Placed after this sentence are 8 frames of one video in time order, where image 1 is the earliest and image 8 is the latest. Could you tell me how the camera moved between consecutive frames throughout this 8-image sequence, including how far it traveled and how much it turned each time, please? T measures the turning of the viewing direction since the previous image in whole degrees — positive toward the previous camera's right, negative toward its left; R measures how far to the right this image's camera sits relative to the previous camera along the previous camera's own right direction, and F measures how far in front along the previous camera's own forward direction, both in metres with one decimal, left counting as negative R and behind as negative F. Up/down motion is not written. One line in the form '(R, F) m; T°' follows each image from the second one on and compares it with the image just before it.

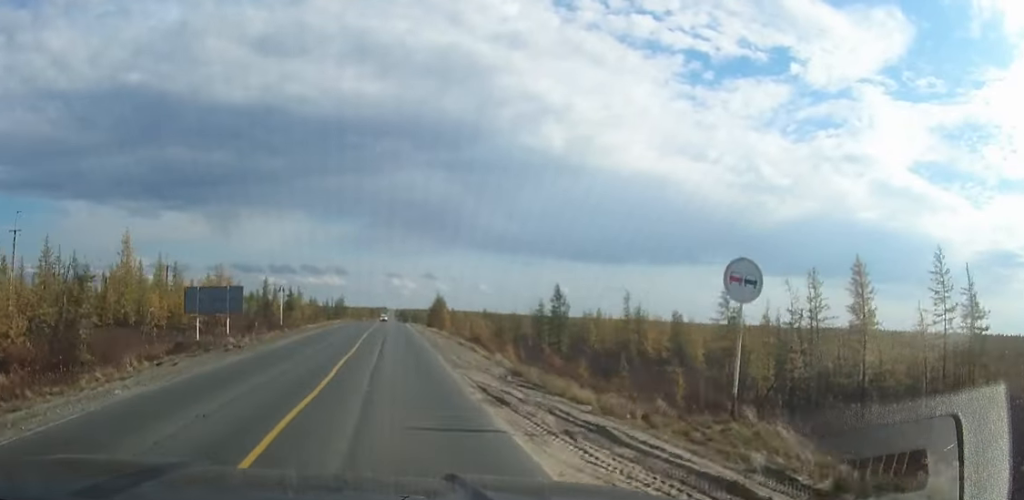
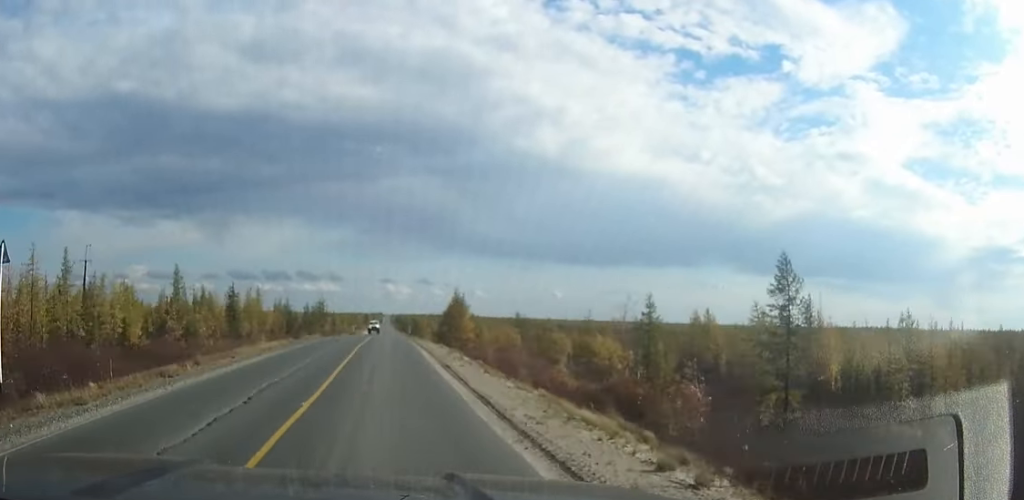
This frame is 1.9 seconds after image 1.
(+0.1, +36.9) m; 0°
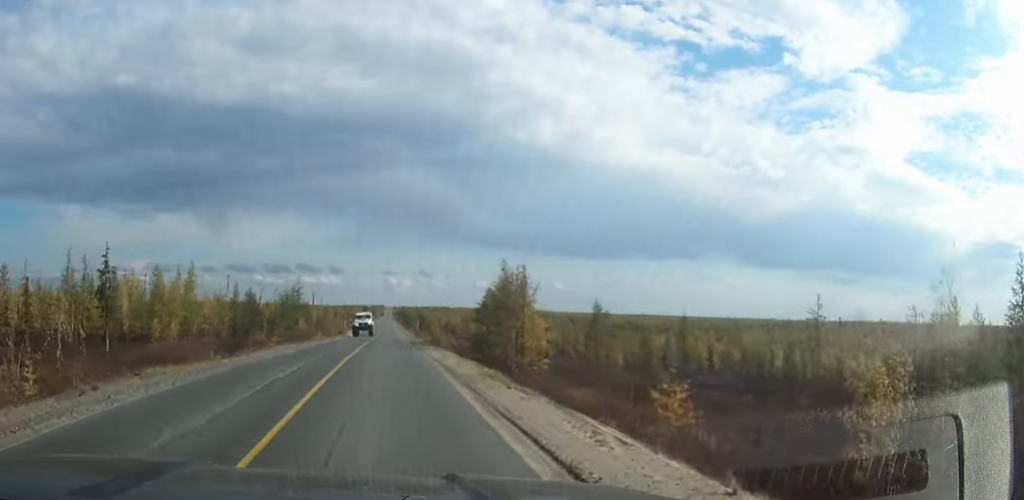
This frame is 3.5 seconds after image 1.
(+0.1, +32.7) m; 0°
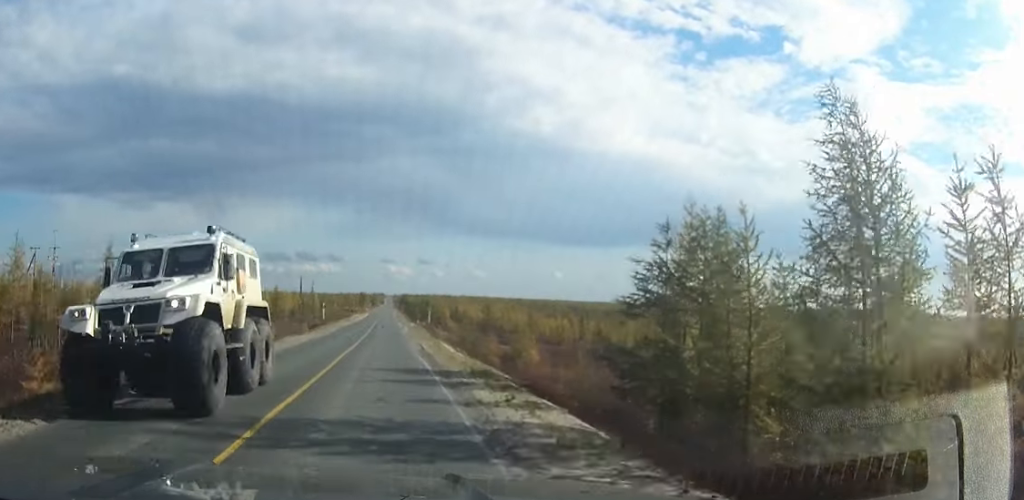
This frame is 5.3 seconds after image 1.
(-0.2, +36.0) m; 0°
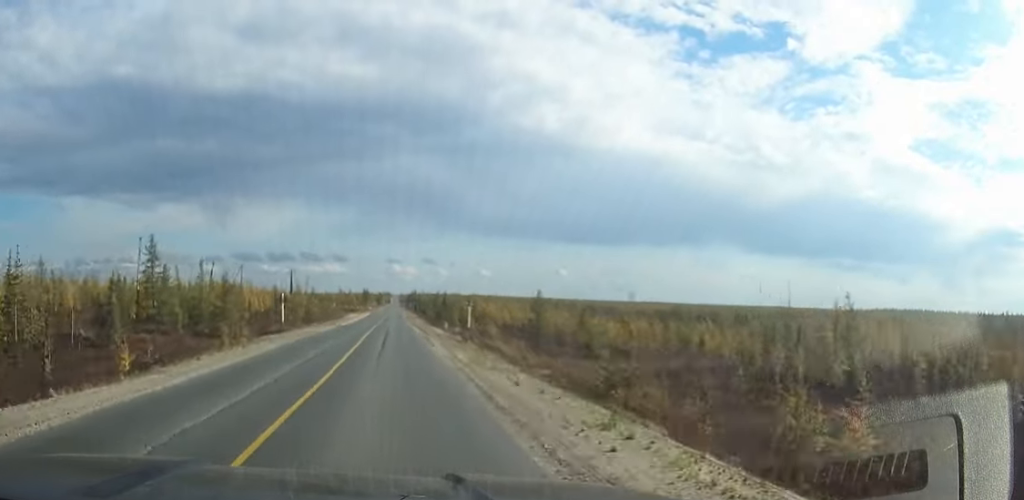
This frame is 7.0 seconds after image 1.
(0.0, +36.2) m; 0°
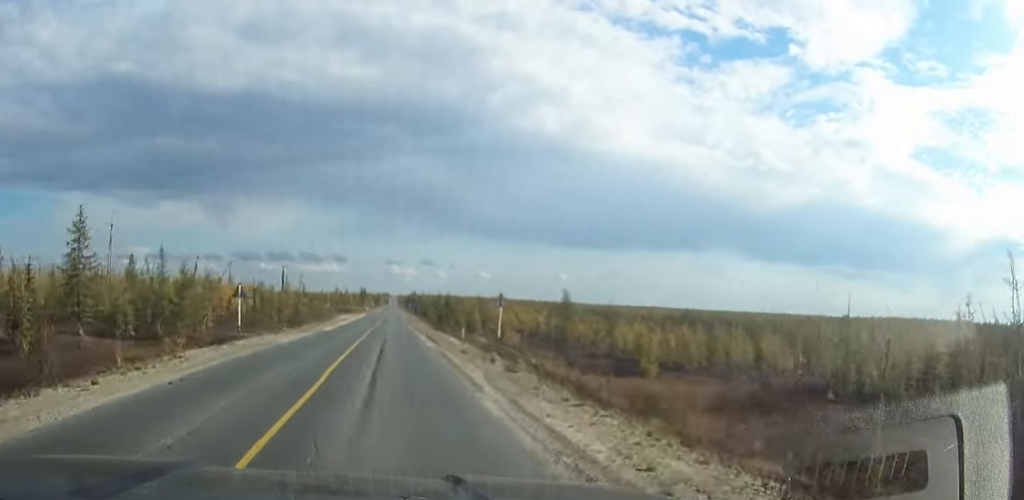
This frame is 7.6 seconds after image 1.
(0.0, +12.5) m; 0°
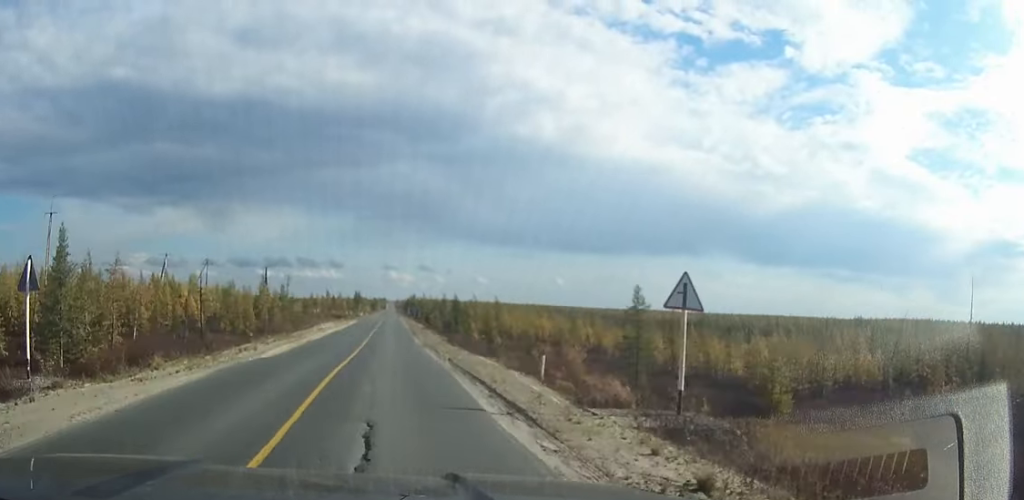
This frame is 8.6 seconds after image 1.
(0.0, +20.5) m; 0°
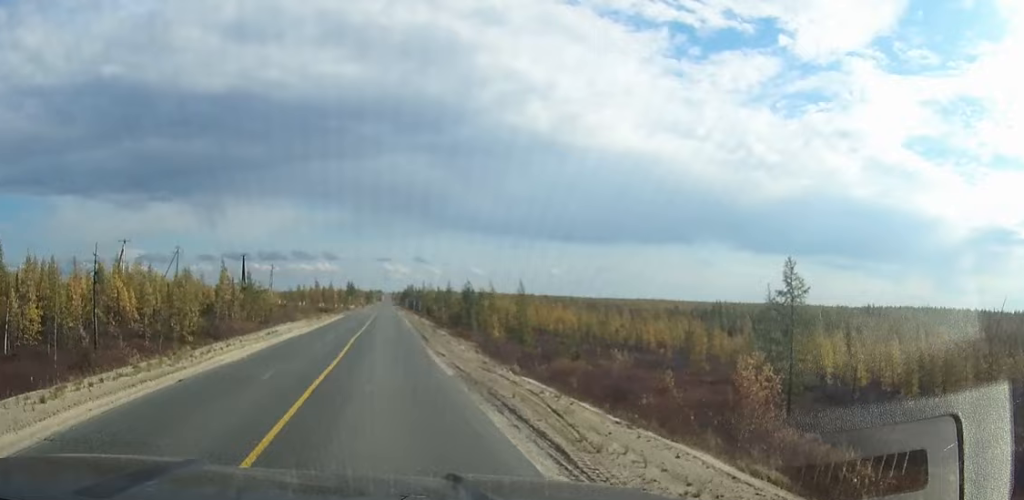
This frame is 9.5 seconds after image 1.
(0.0, +19.9) m; 0°
